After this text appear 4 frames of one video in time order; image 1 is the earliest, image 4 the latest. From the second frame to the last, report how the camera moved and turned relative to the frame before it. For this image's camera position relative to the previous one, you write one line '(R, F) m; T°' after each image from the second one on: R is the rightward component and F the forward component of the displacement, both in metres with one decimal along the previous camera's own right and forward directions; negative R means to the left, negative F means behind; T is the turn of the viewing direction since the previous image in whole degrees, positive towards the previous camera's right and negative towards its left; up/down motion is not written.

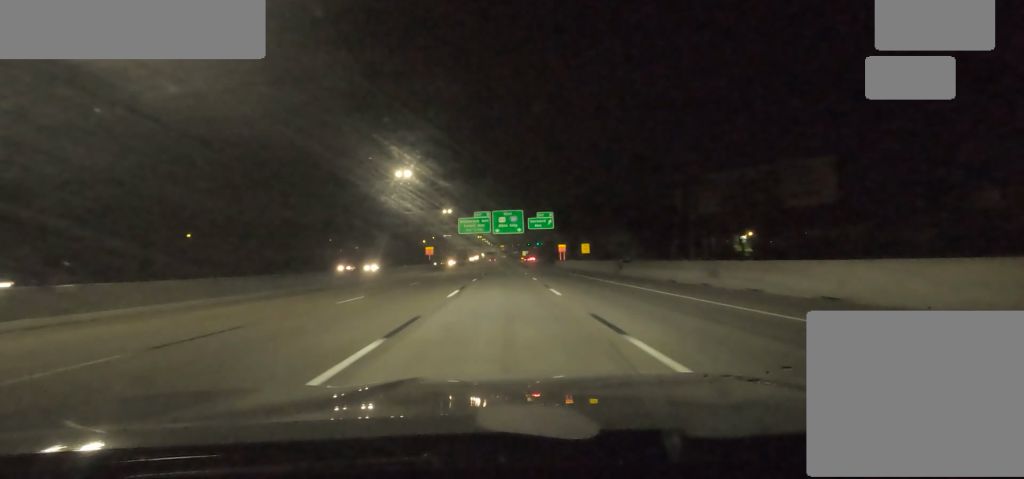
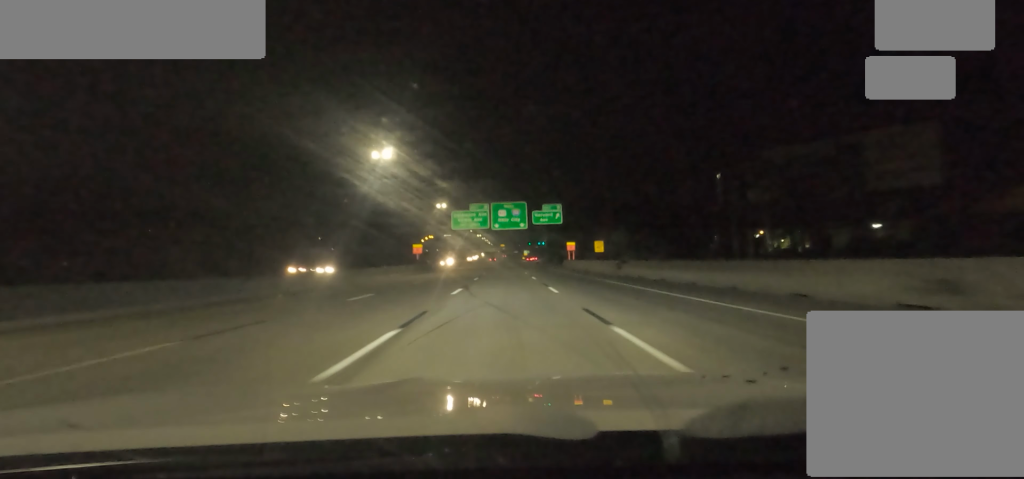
(0.0, +12.0) m; +1°
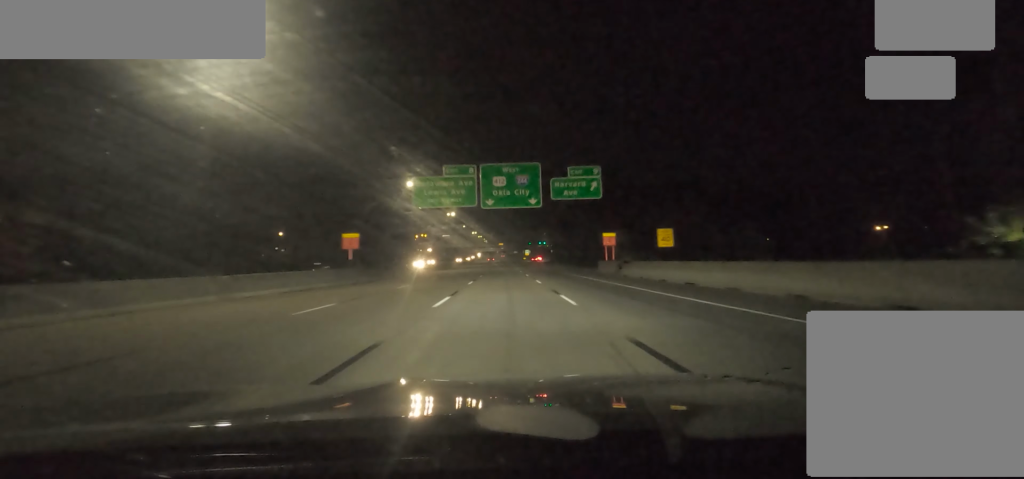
(+1.2, +32.6) m; +2°
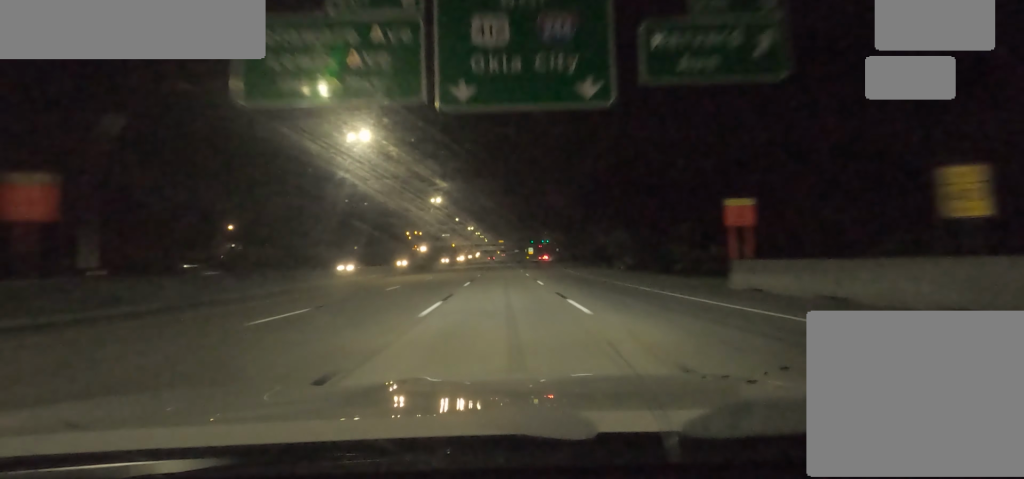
(-0.7, +29.2) m; -2°
